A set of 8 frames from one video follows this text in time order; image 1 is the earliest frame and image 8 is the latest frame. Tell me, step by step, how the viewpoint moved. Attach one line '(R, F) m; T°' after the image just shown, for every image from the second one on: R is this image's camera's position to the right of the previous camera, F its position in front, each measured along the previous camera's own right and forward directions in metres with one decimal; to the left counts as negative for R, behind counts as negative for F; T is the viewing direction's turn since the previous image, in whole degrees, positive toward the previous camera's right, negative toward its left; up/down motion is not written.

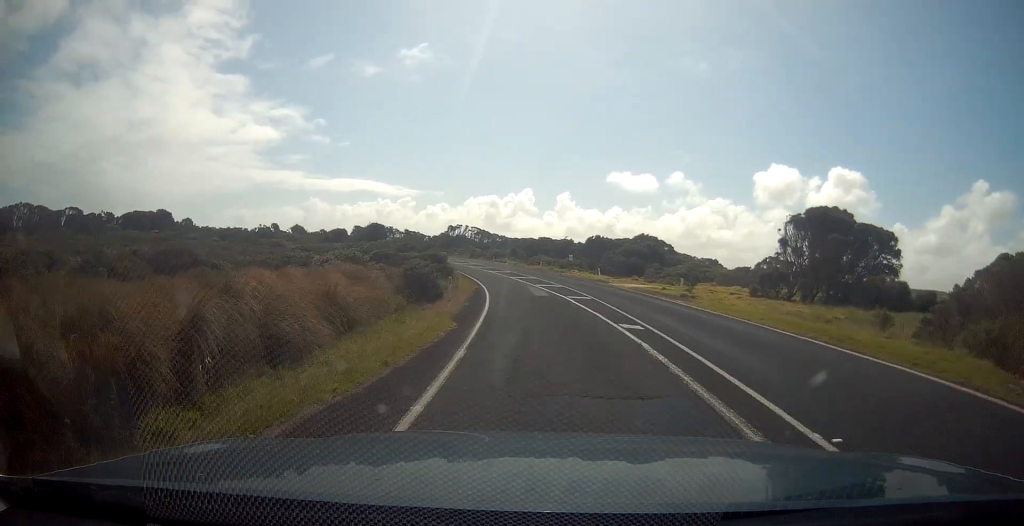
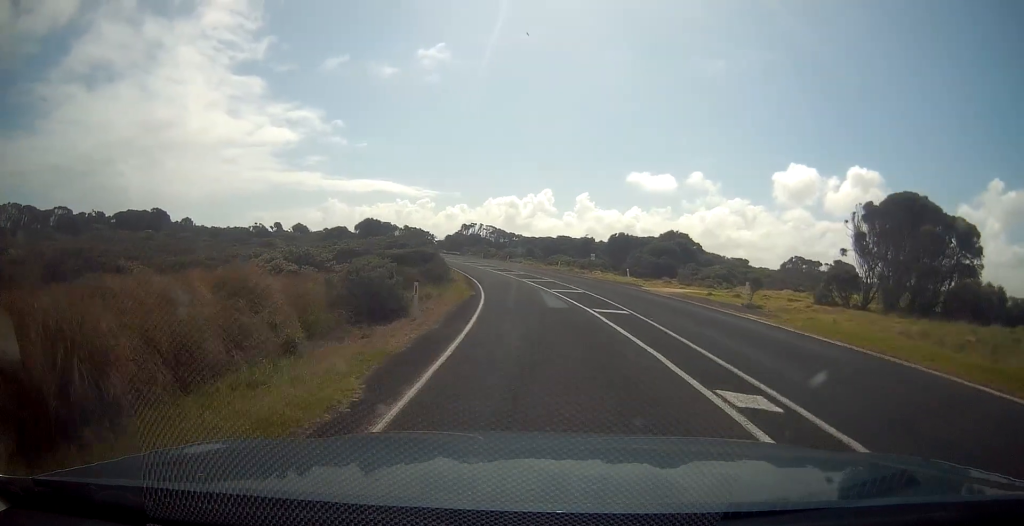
(+0.2, +8.2) m; -2°
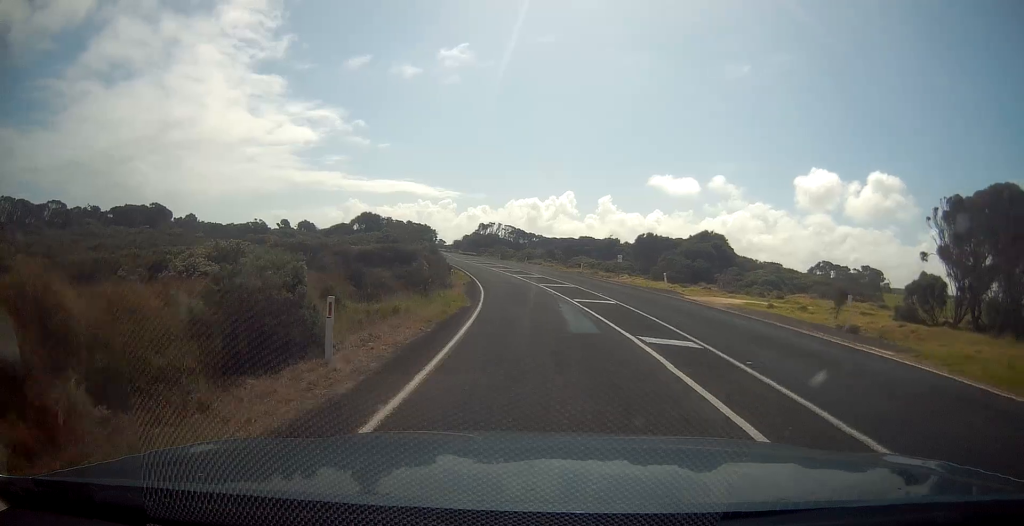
(-0.4, +7.0) m; -2°
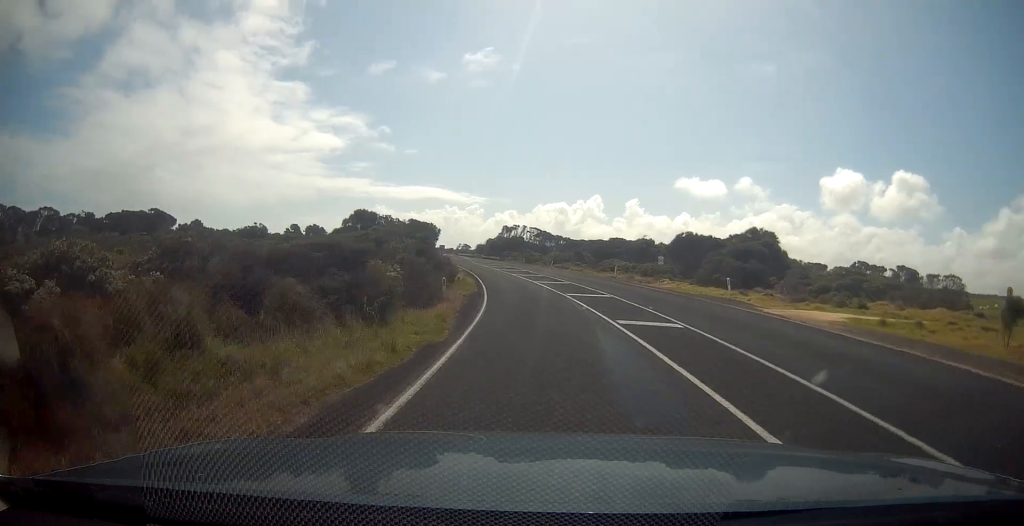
(-0.3, +8.2) m; -2°
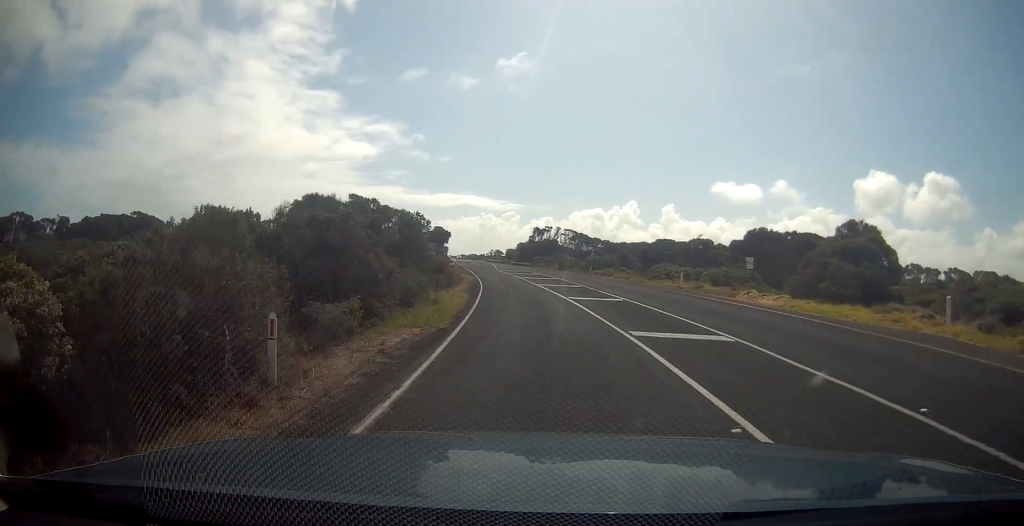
(-0.3, +14.6) m; -5°
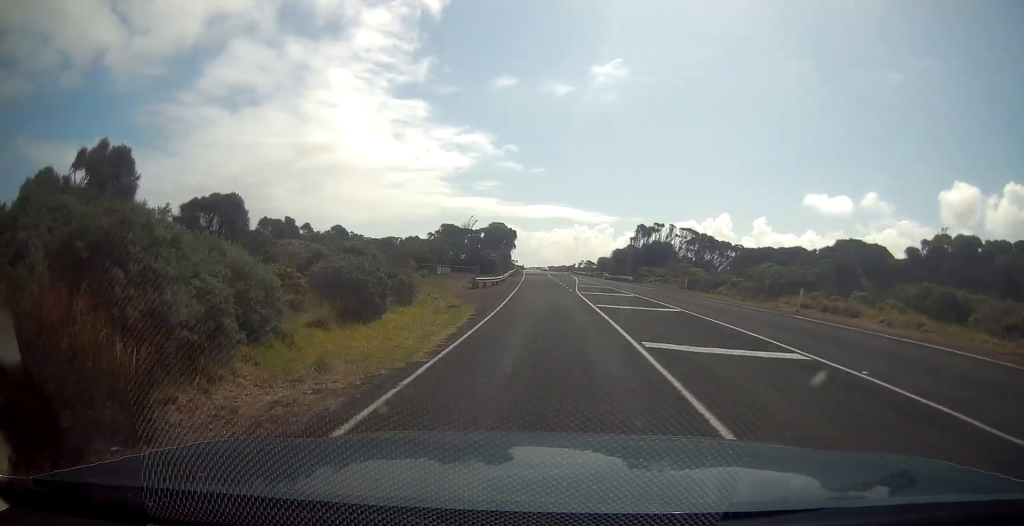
(-3.3, +36.9) m; -6°
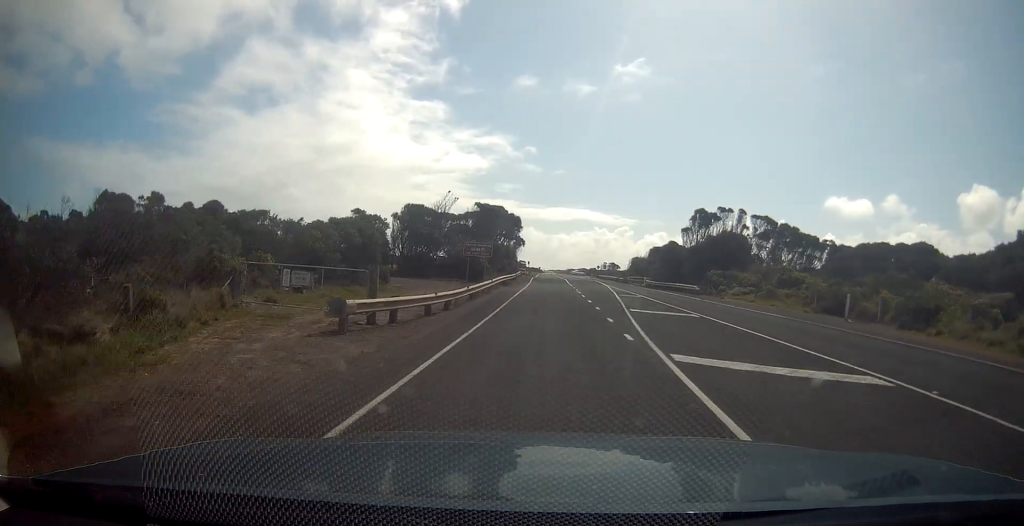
(-0.4, +25.3) m; -4°
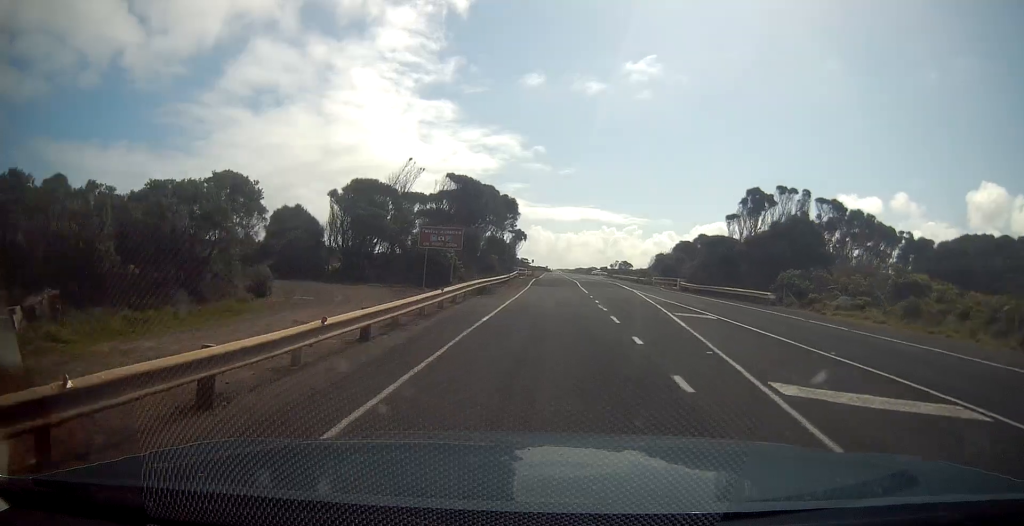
(-0.7, +14.5) m; -3°
